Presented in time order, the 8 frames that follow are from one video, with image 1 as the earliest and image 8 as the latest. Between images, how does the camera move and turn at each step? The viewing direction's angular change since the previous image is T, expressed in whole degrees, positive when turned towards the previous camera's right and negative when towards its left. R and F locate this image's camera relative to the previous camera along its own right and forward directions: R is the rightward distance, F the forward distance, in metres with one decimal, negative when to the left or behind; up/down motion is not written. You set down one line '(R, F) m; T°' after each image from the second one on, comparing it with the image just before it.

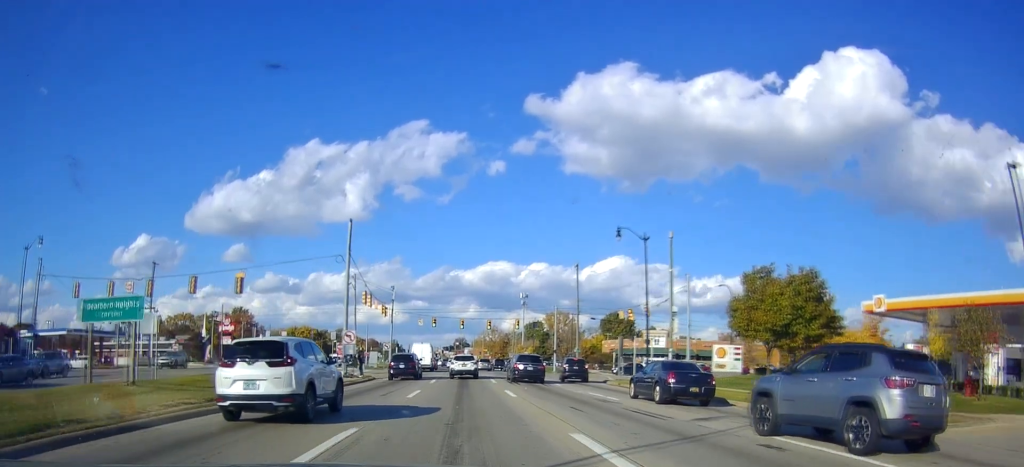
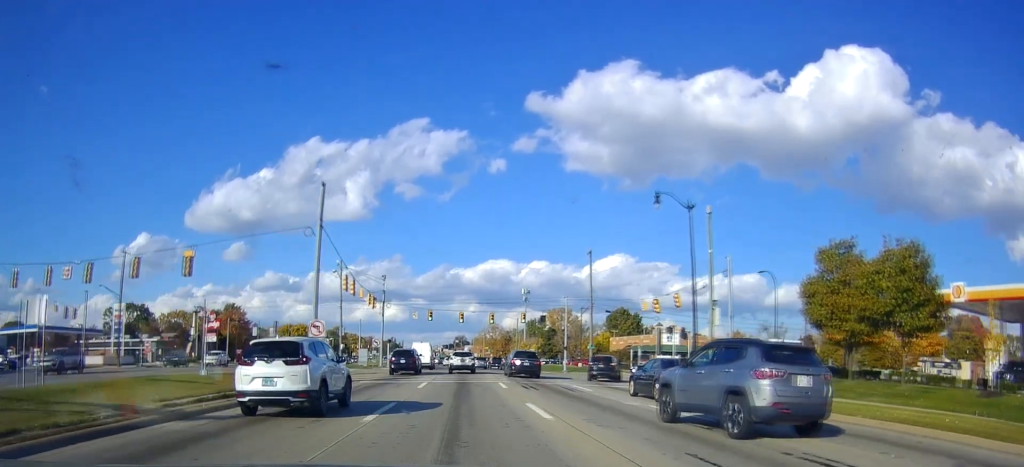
(+0.3, +8.4) m; -1°
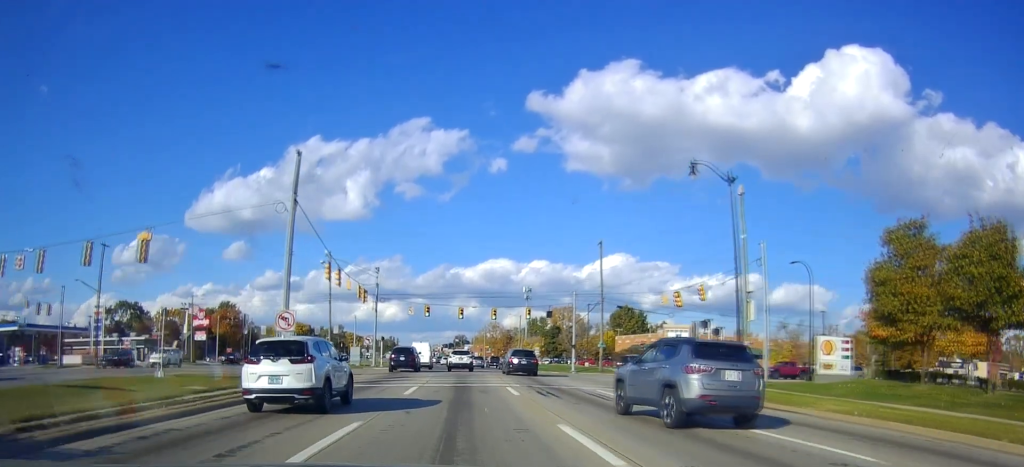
(+0.1, +5.3) m; -1°
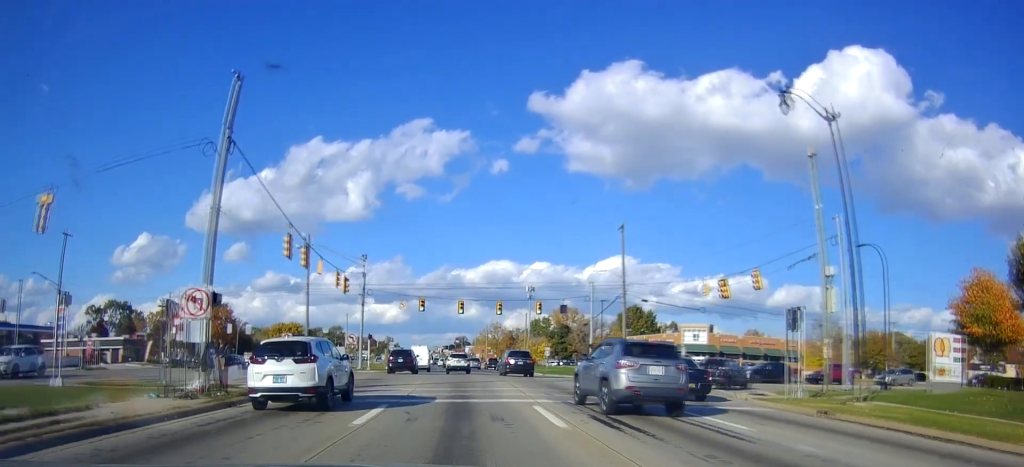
(-0.6, +8.8) m; -2°
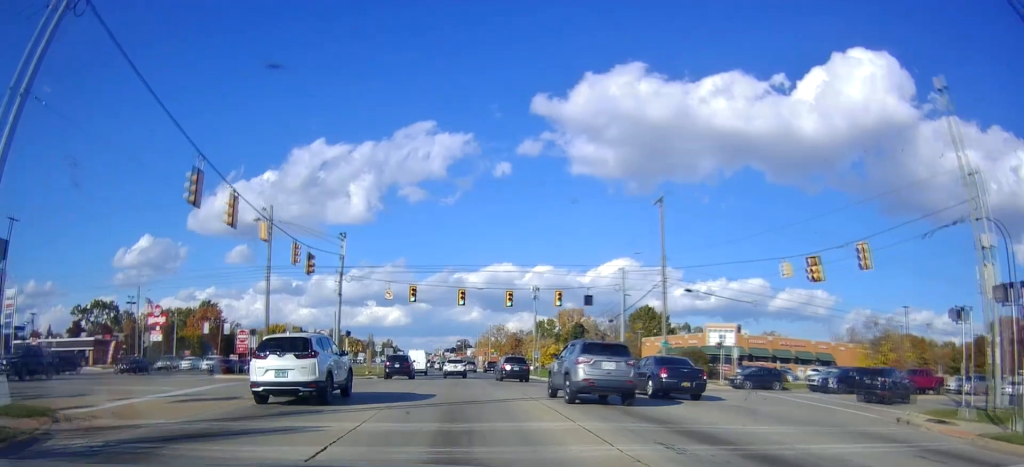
(+0.2, +11.1) m; +2°
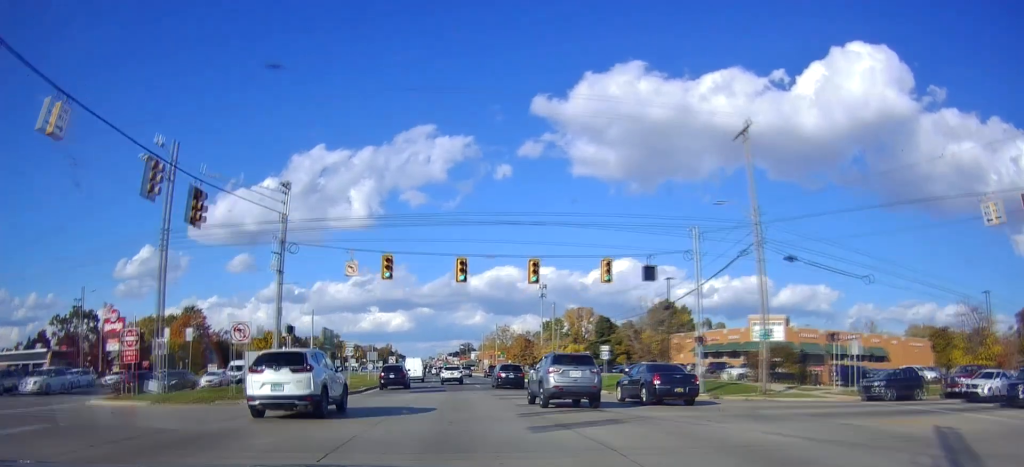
(+0.5, +15.3) m; -1°
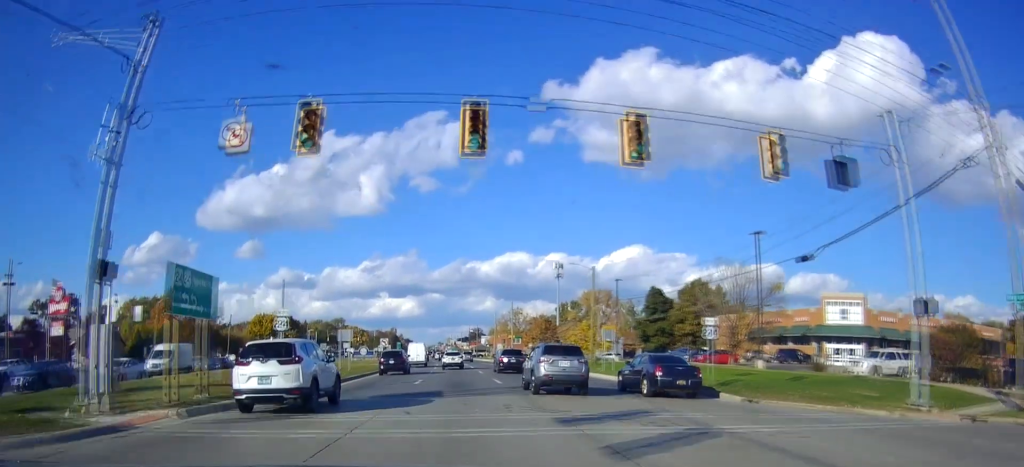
(-0.8, +16.8) m; 0°
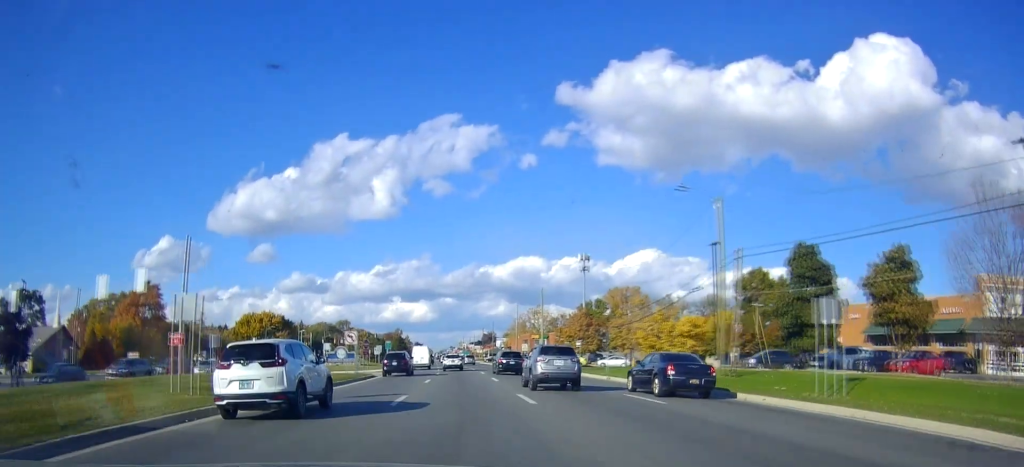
(+0.1, +26.0) m; -3°
